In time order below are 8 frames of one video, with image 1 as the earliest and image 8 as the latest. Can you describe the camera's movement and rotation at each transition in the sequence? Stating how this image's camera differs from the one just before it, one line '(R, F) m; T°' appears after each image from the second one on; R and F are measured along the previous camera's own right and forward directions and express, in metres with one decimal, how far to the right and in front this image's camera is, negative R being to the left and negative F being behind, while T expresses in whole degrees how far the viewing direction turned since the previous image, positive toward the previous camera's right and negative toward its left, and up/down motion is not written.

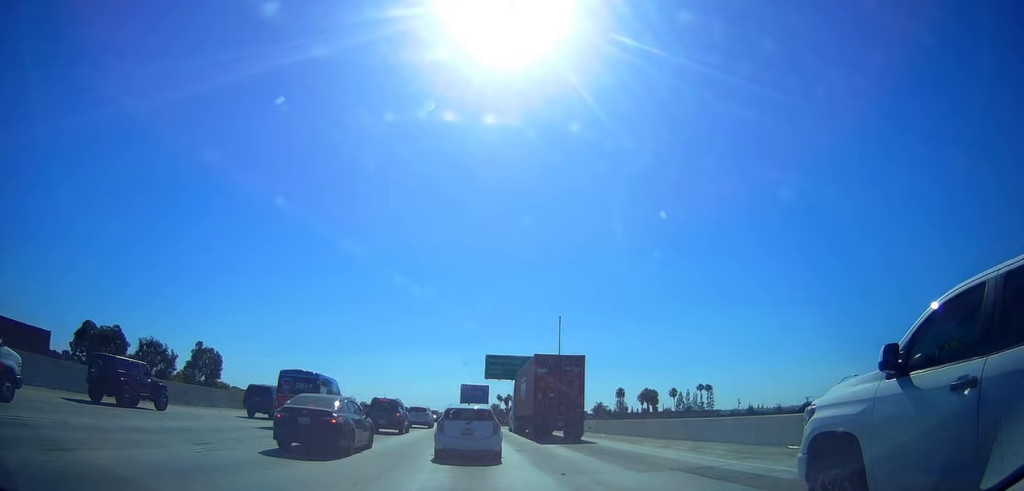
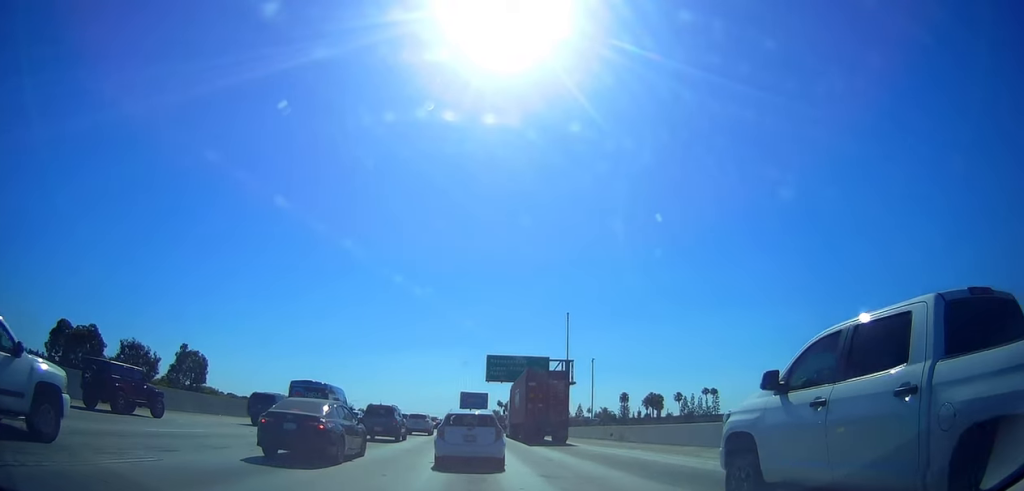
(0.0, +7.3) m; 0°
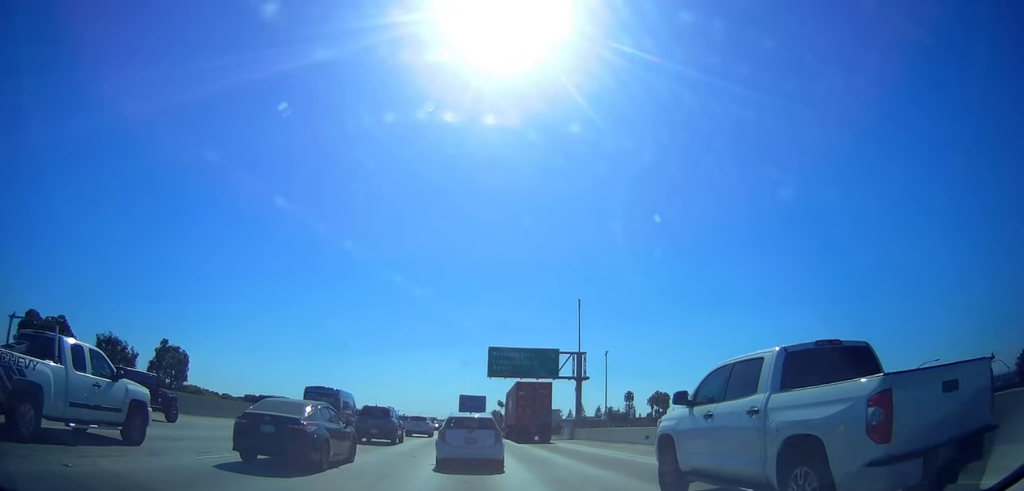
(0.0, +8.2) m; 0°
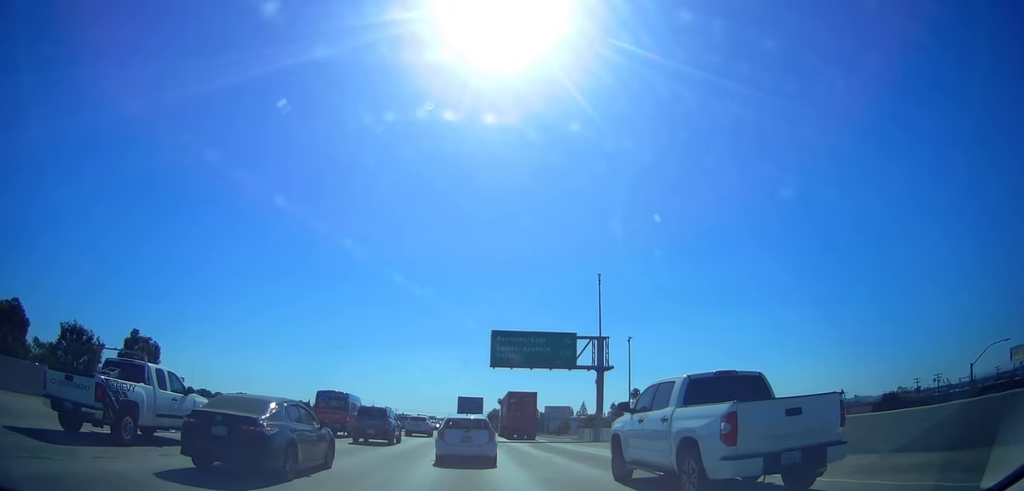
(0.0, +9.6) m; 0°
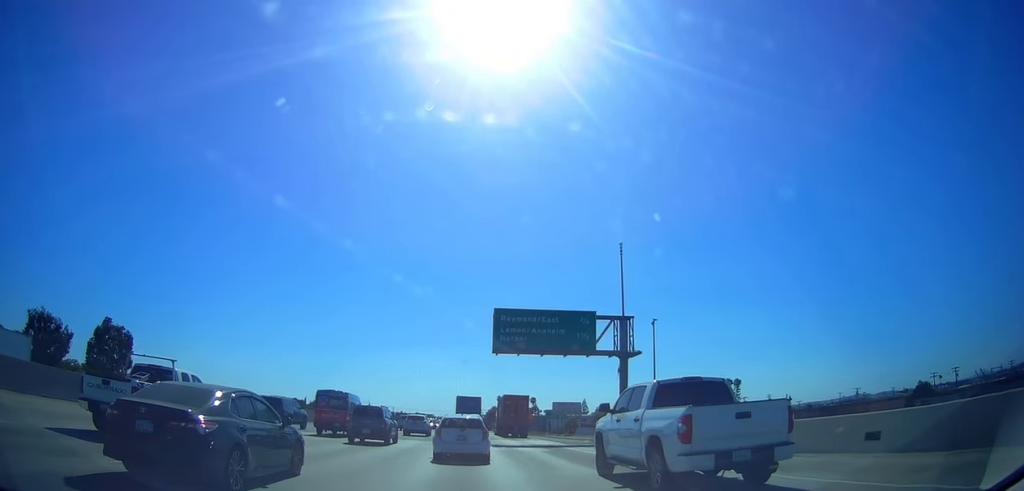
(0.0, +6.8) m; 0°
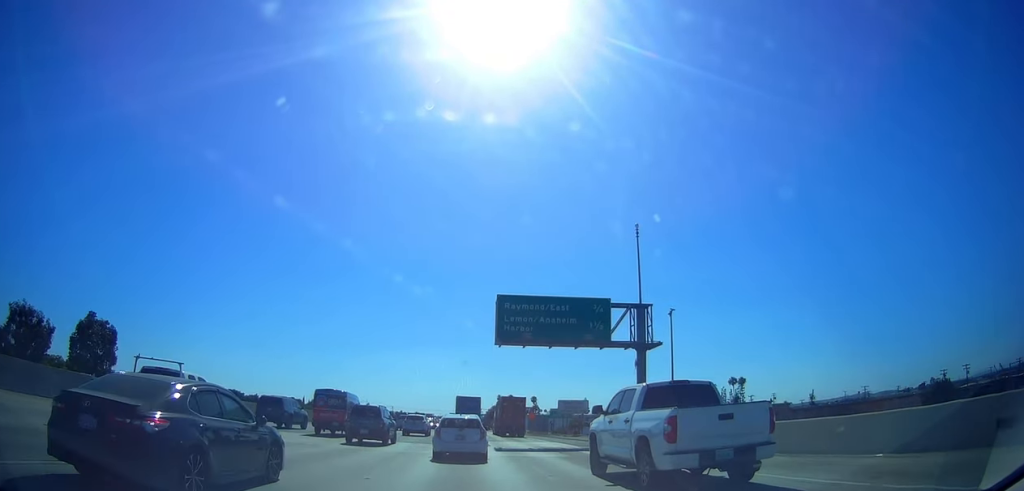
(0.0, +3.6) m; 0°
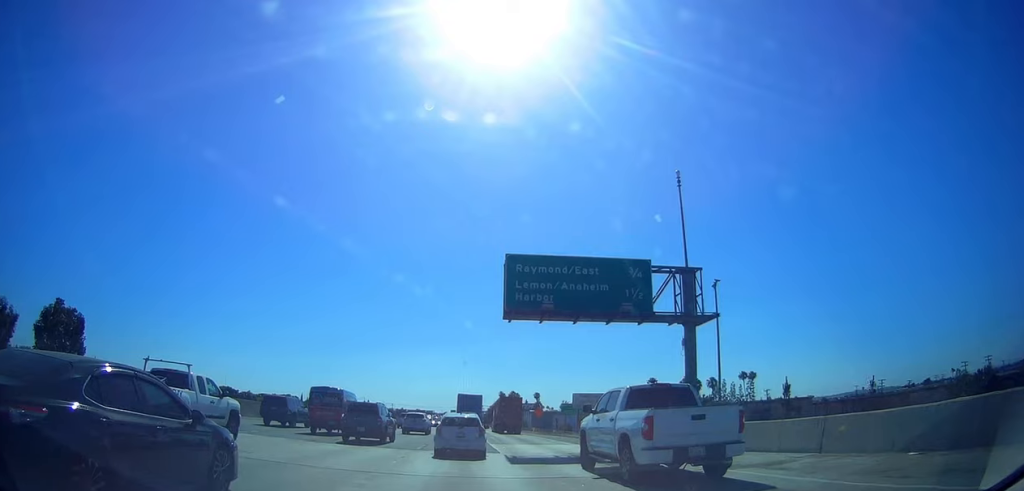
(0.0, +6.8) m; 0°
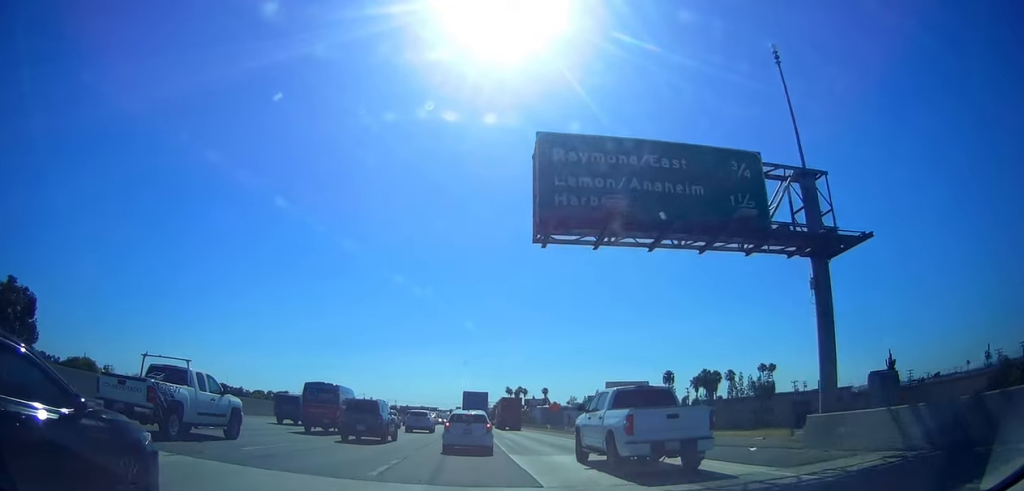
(0.0, +9.7) m; -3°
